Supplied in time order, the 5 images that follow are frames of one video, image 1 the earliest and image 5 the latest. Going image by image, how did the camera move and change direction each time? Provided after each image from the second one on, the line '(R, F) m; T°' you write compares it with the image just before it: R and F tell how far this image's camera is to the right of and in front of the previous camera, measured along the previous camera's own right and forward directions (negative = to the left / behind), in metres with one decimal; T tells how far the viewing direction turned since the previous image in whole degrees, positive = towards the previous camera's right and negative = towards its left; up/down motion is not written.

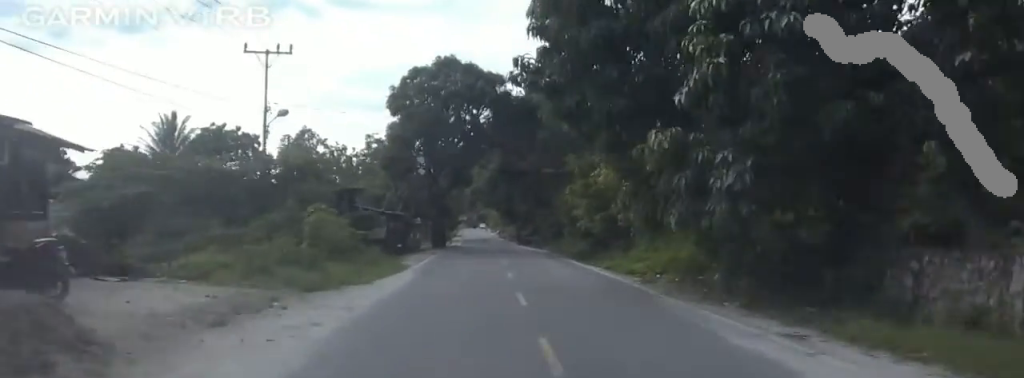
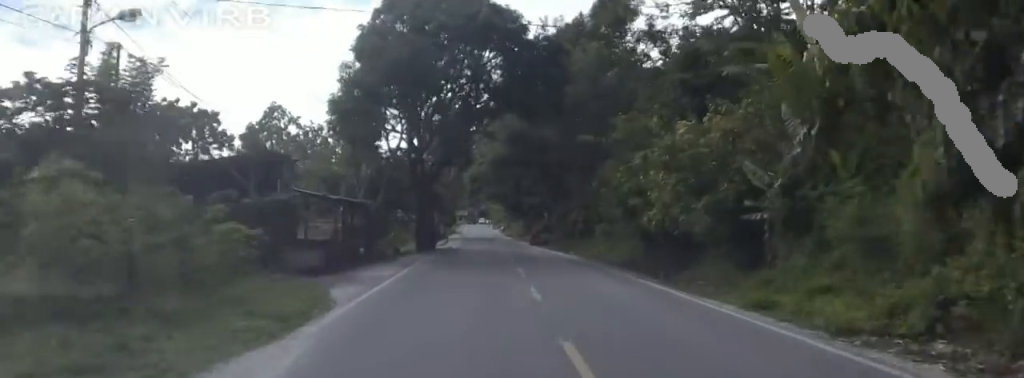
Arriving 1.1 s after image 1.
(-0.3, +16.6) m; -2°
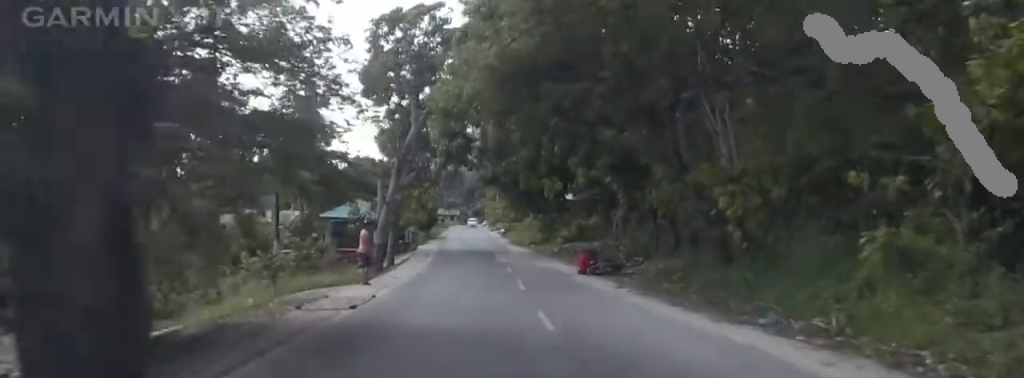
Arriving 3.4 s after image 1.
(-0.4, +36.1) m; -1°
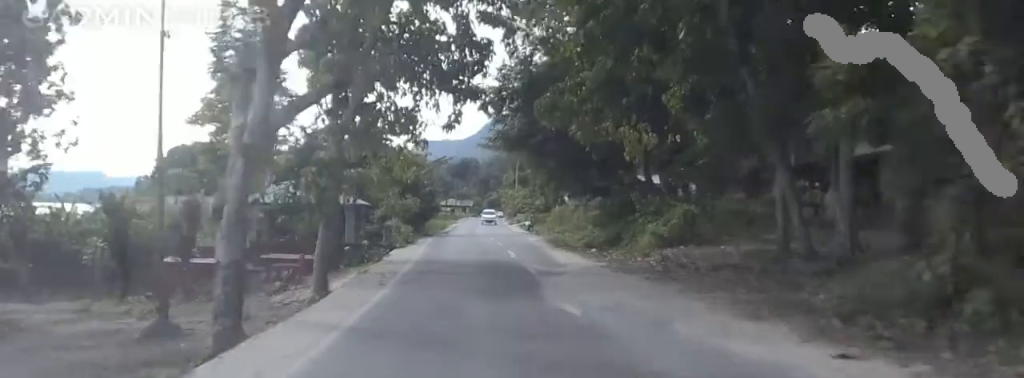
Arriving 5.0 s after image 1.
(0.0, +24.3) m; +2°
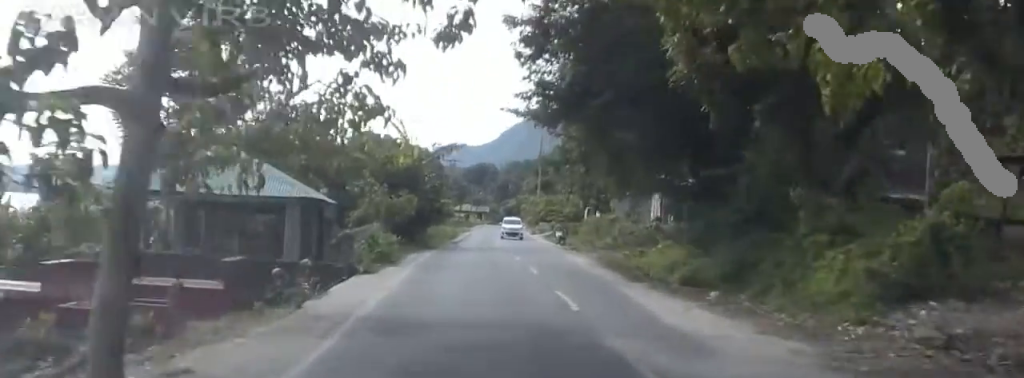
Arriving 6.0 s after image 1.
(+0.4, +14.7) m; -1°
